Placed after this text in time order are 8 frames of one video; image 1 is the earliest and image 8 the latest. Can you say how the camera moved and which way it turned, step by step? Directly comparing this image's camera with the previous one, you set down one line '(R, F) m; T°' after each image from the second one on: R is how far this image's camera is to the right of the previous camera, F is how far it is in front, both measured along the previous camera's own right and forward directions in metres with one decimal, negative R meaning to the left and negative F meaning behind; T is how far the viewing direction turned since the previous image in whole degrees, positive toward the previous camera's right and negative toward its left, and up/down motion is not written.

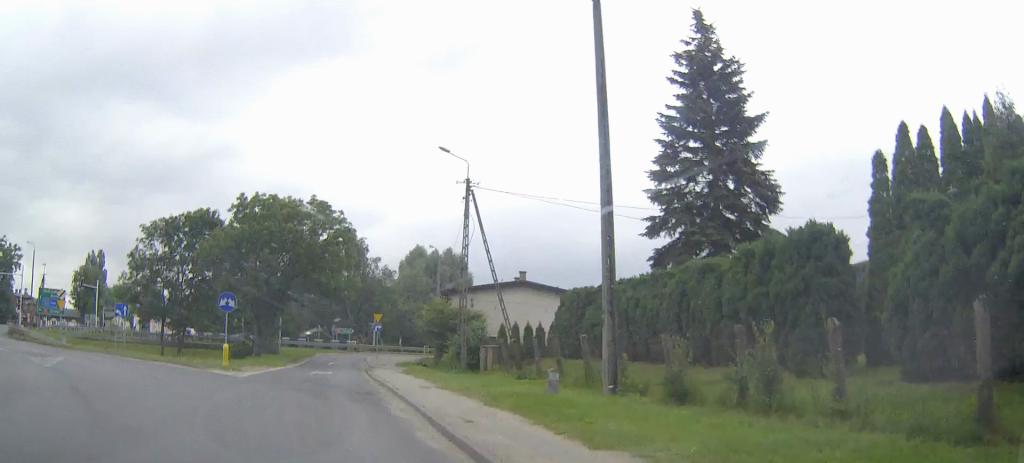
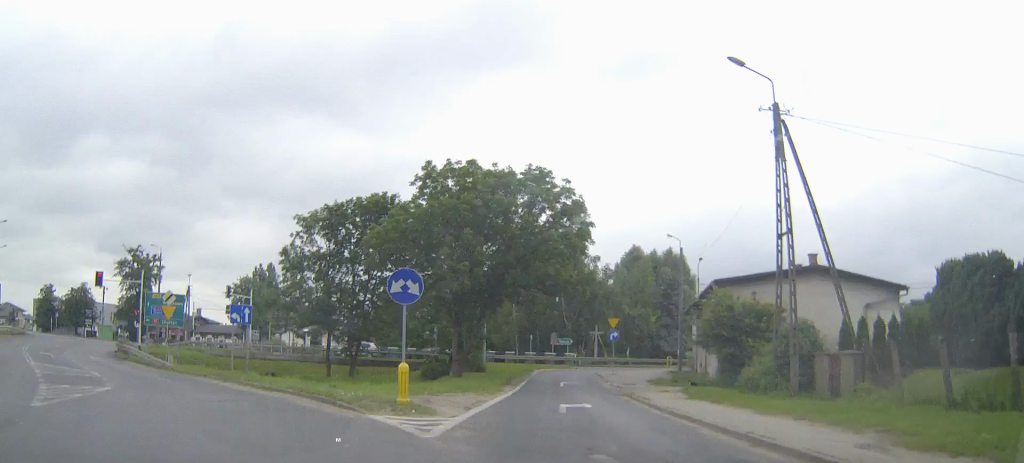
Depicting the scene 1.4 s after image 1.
(-0.5, +15.8) m; -10°
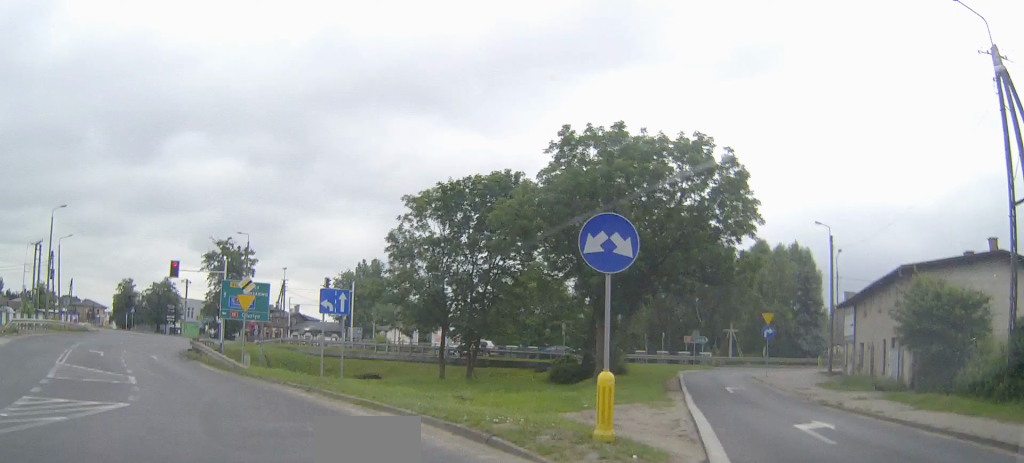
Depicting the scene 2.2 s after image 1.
(-0.8, +7.3) m; -9°
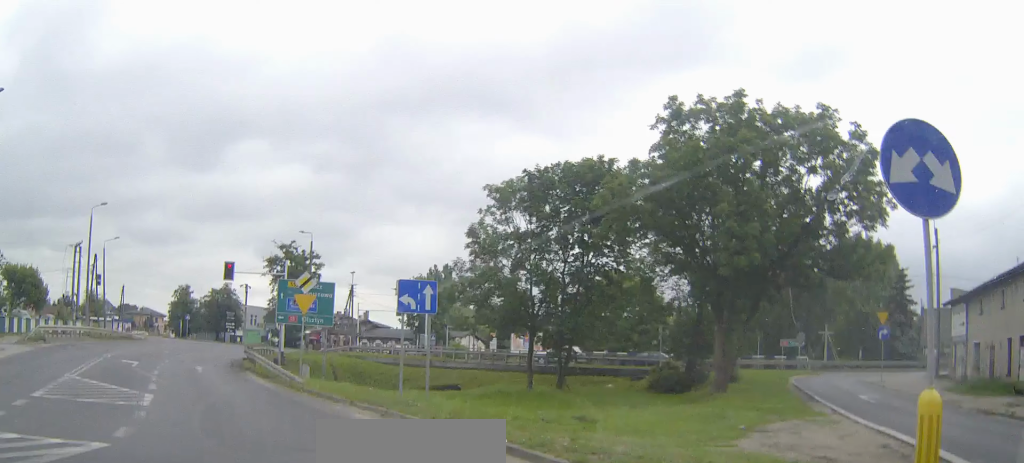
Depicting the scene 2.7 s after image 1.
(-0.4, +5.2) m; -6°
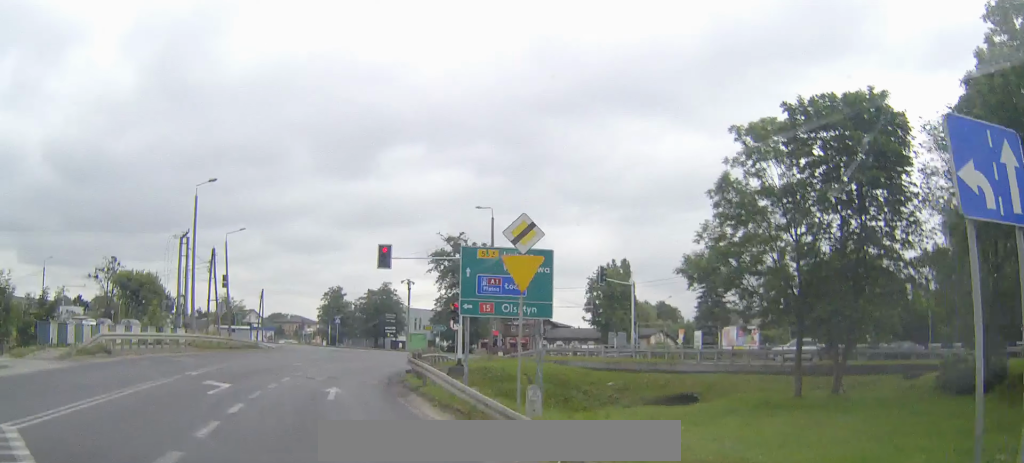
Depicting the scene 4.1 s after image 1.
(-1.5, +11.9) m; -13°
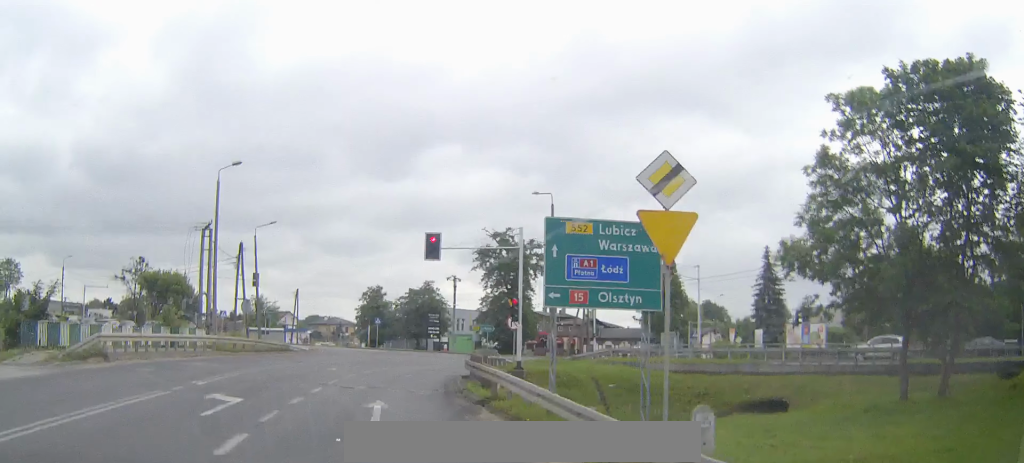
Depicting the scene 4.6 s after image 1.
(-0.2, +4.8) m; -3°
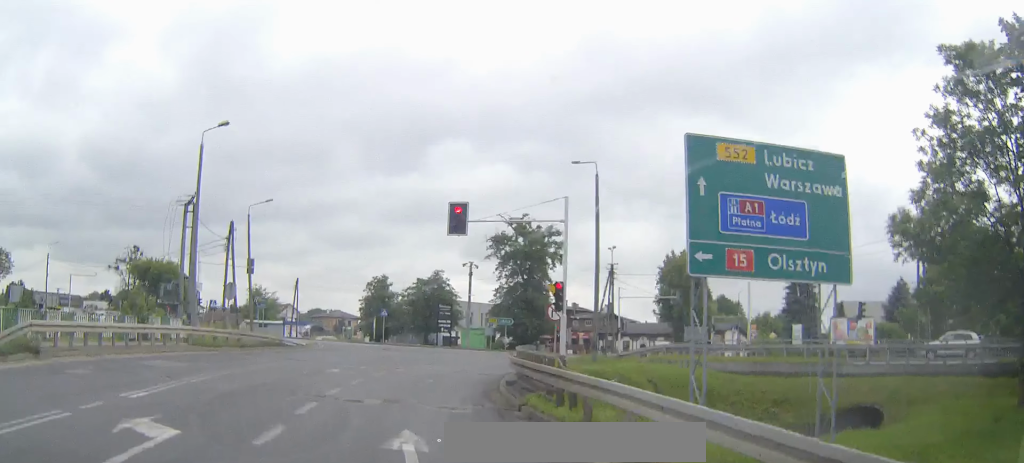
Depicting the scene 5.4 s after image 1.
(-0.2, +6.8) m; -3°
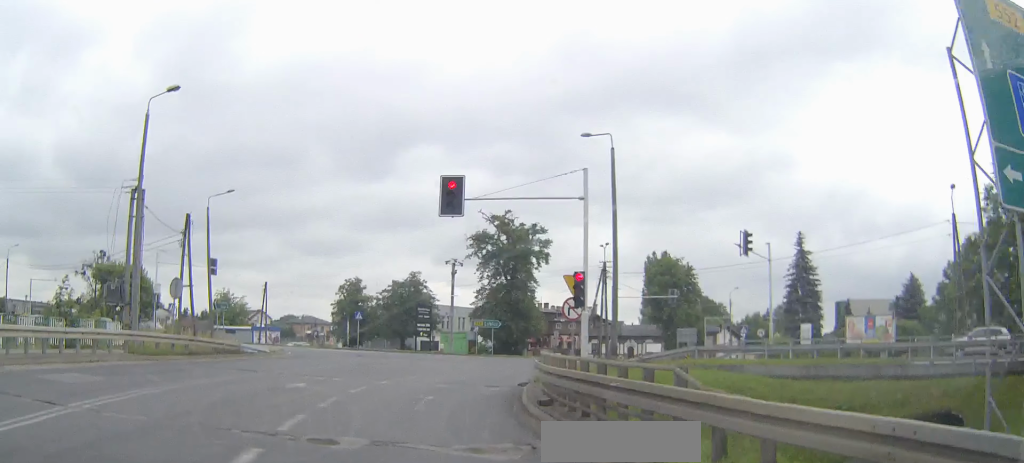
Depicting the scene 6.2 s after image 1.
(-0.1, +6.3) m; -1°
